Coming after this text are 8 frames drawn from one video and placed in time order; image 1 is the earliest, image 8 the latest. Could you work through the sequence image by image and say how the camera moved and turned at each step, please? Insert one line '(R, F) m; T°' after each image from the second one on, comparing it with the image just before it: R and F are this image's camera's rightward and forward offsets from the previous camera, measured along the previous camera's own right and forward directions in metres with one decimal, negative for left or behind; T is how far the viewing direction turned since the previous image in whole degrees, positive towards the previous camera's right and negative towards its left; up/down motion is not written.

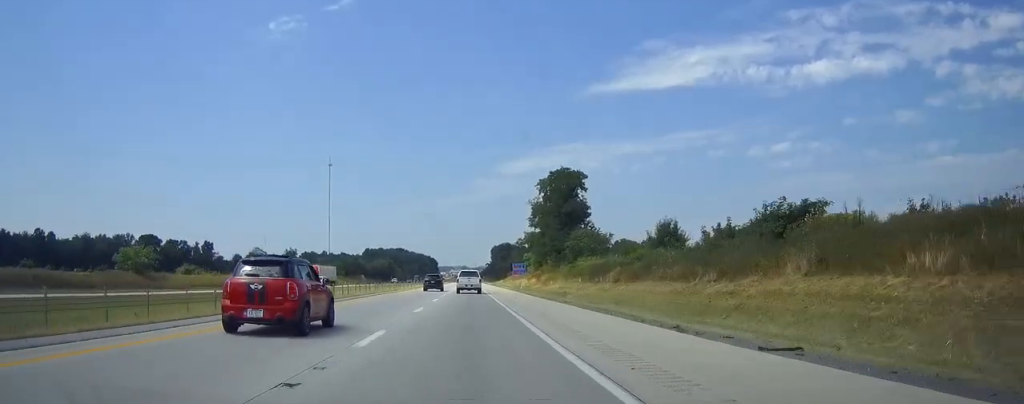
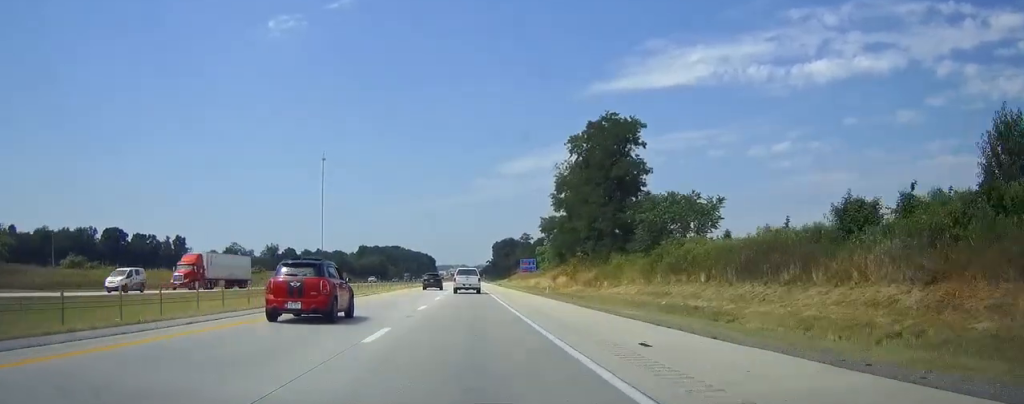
(-0.1, +35.7) m; 0°
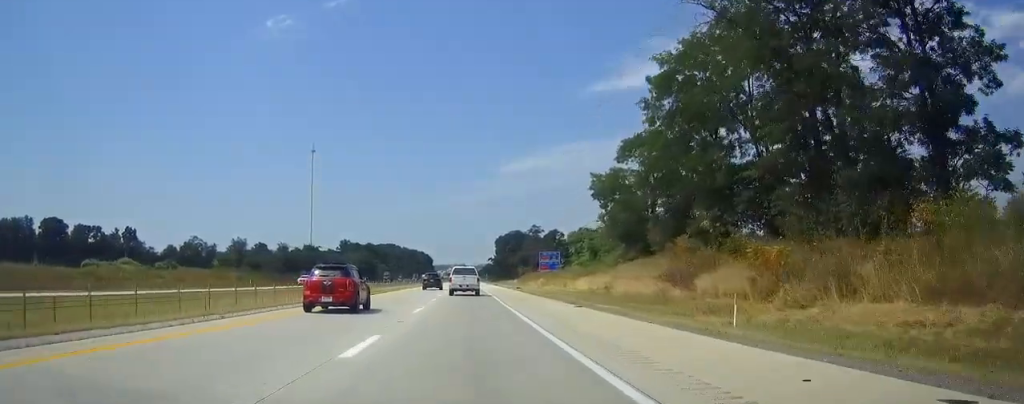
(+0.1, +50.8) m; 0°
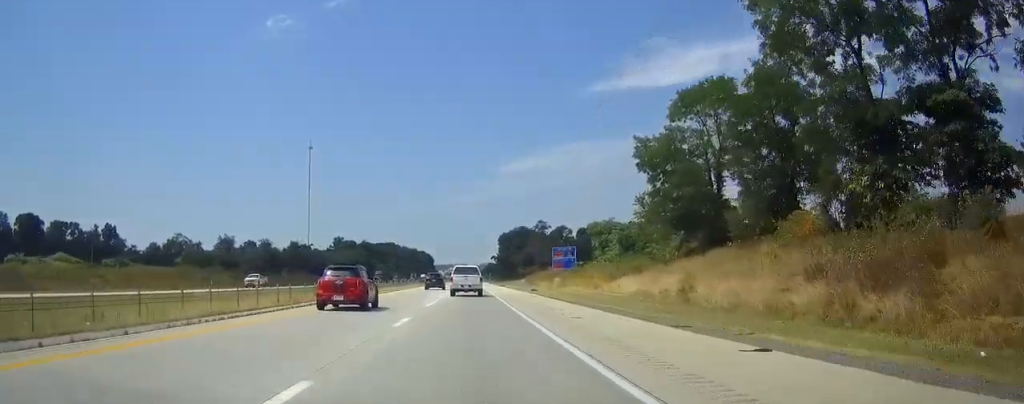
(0.0, +18.3) m; 0°
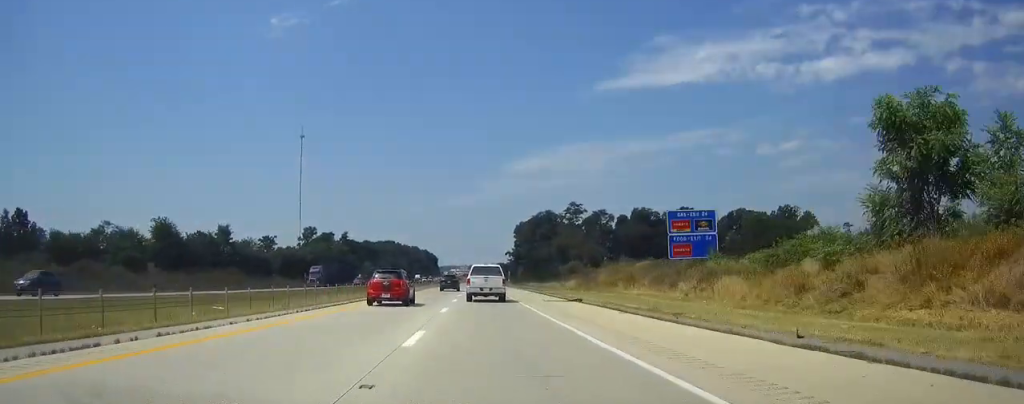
(-0.4, +64.7) m; -1°
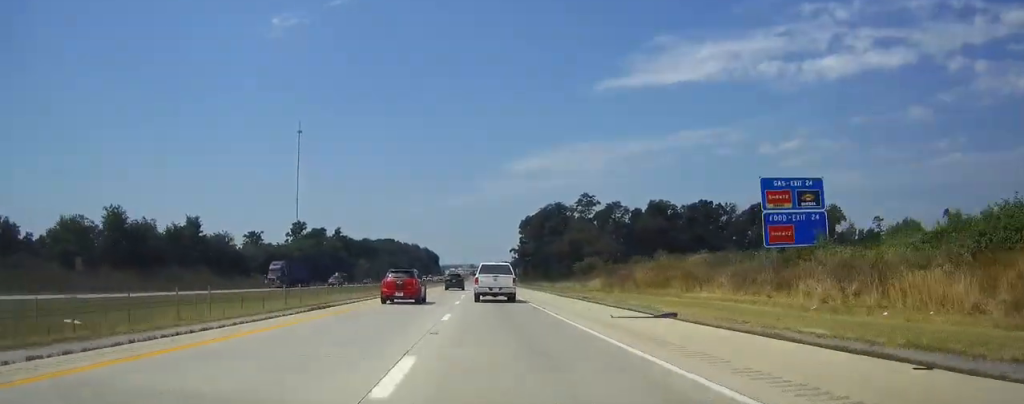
(0.0, +17.3) m; 0°
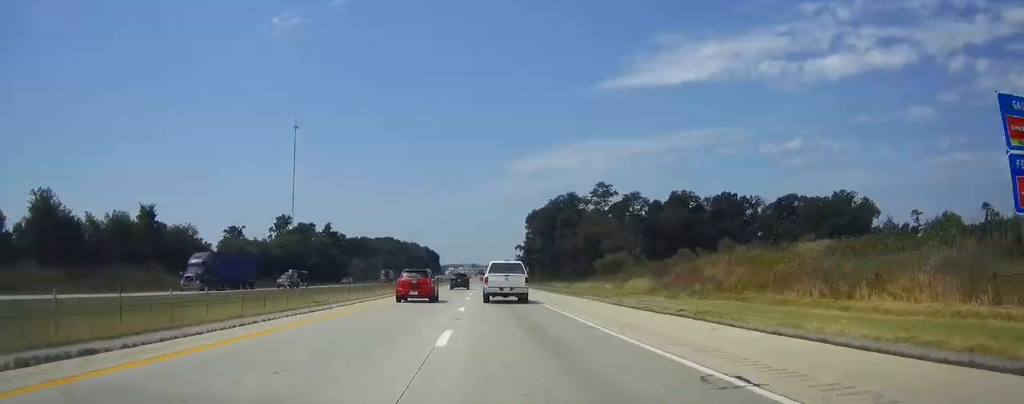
(0.0, +19.4) m; 0°
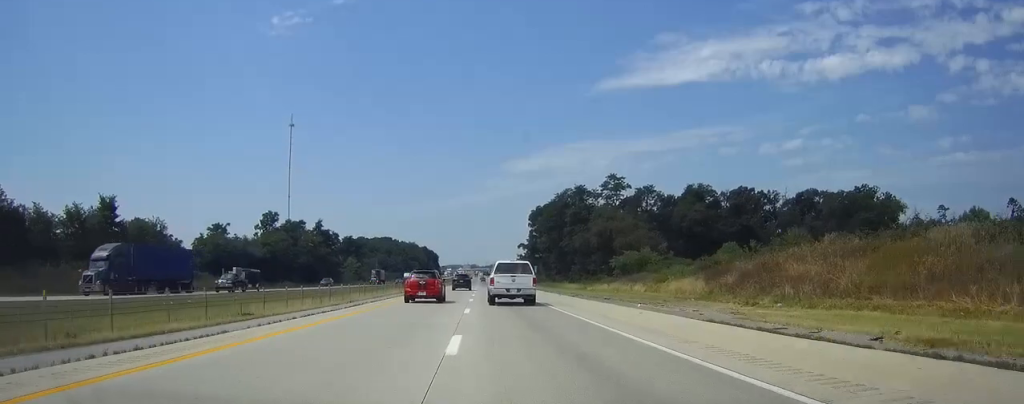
(0.0, +13.0) m; 0°
